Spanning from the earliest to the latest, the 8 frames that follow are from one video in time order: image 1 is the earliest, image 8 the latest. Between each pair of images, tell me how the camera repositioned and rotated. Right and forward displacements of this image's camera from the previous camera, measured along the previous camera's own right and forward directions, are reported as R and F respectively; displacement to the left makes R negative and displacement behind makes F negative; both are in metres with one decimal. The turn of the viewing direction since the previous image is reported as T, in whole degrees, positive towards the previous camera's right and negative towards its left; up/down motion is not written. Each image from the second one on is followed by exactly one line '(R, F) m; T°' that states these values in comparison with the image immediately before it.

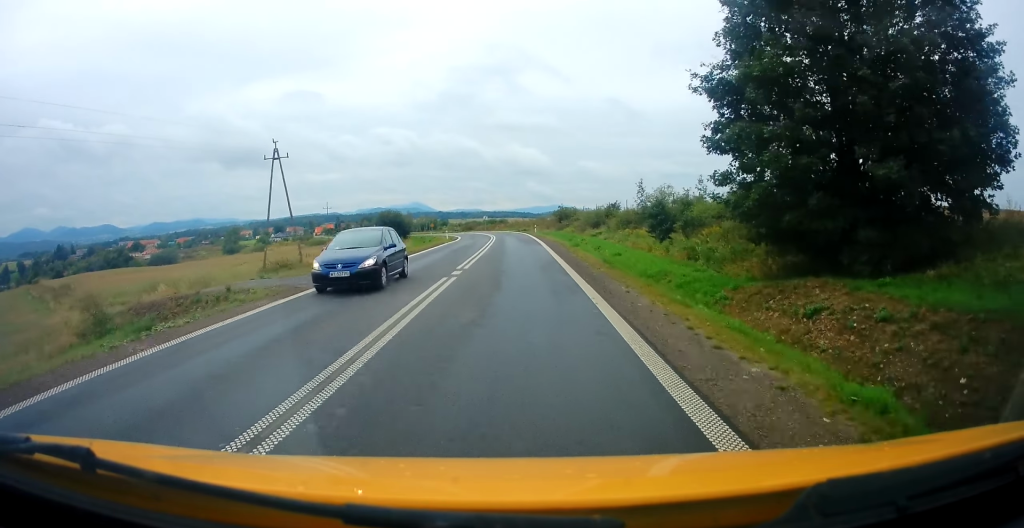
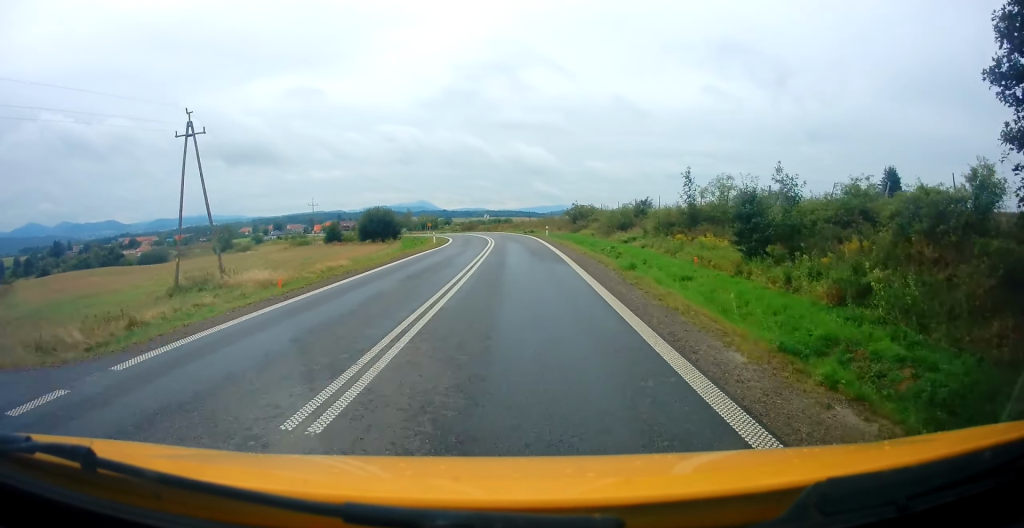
(0.0, +14.1) m; -2°
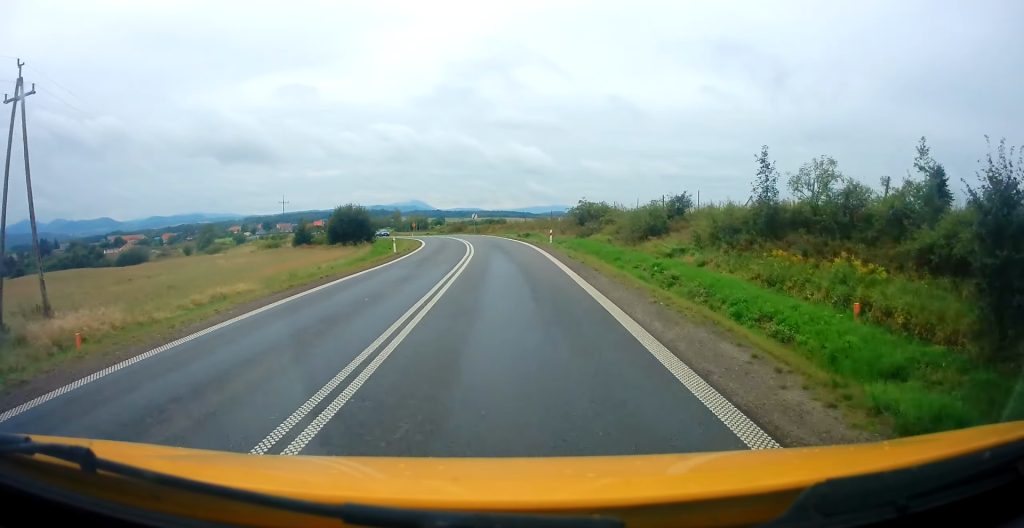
(-0.4, +14.3) m; 0°
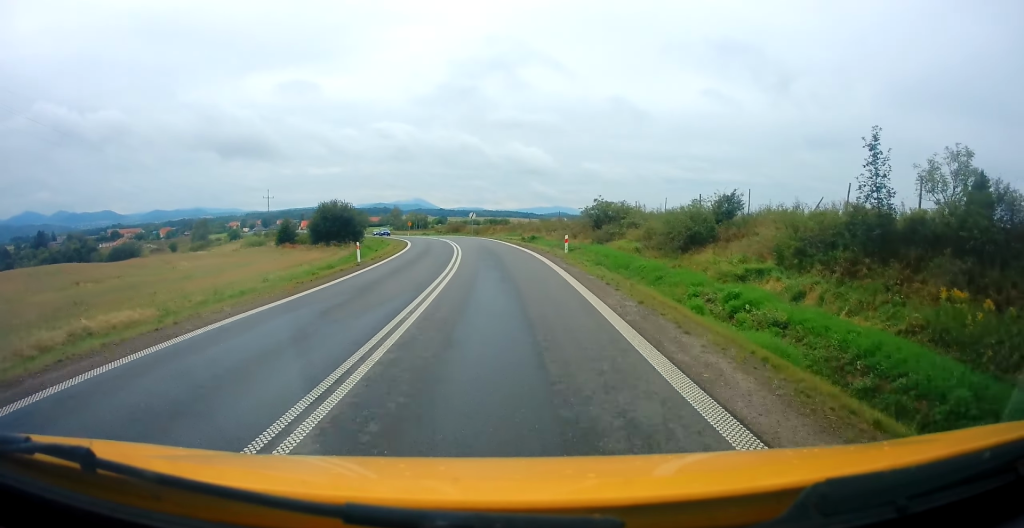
(0.0, +9.2) m; 0°
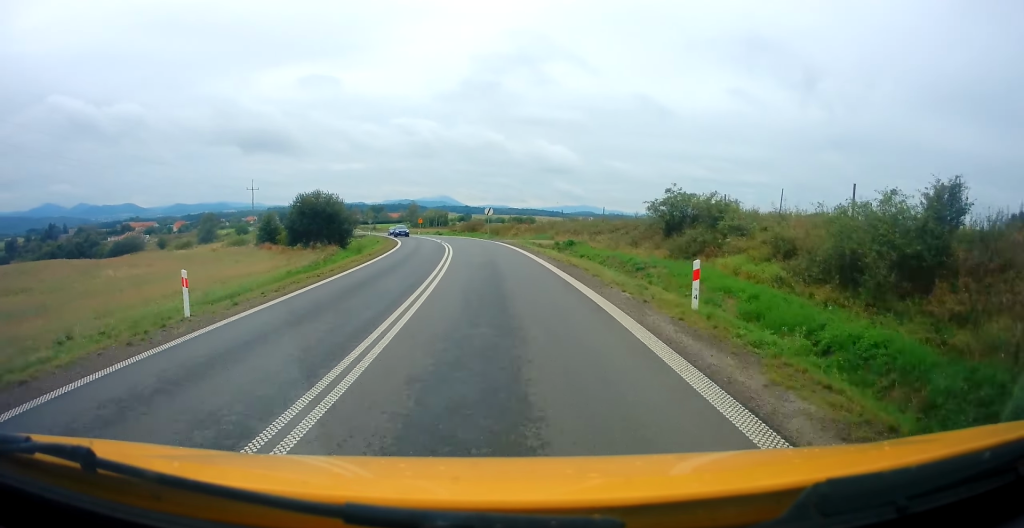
(+0.2, +17.0) m; -2°
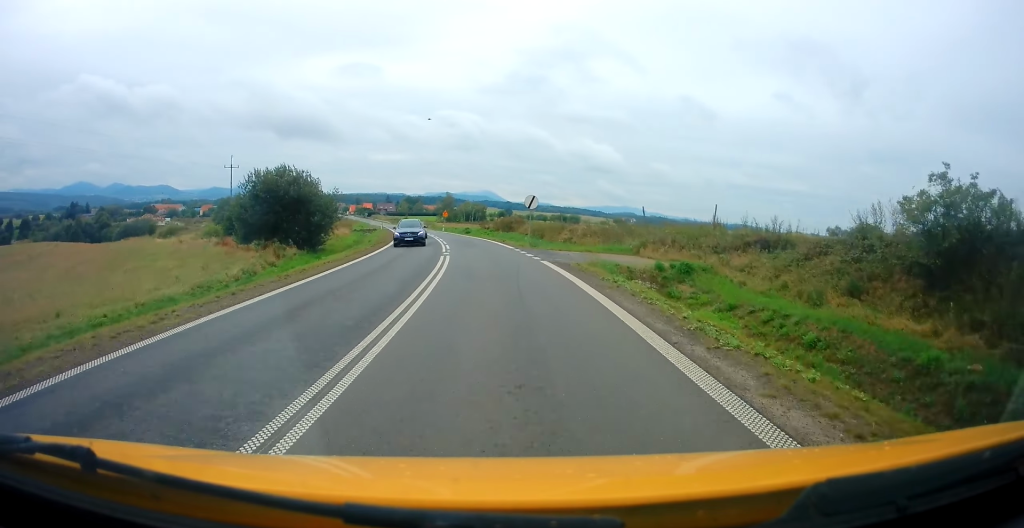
(-1.0, +20.9) m; -3°
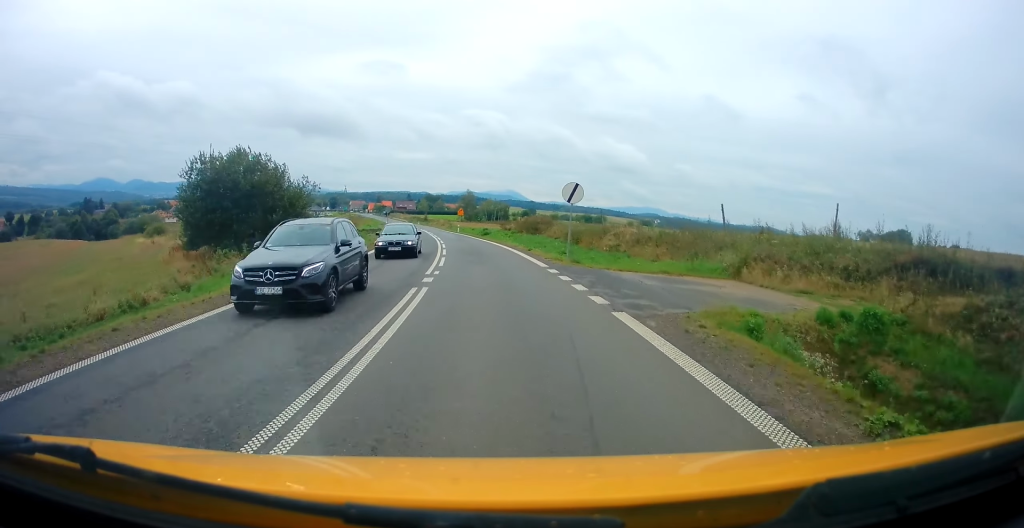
(+0.1, +11.4) m; -1°
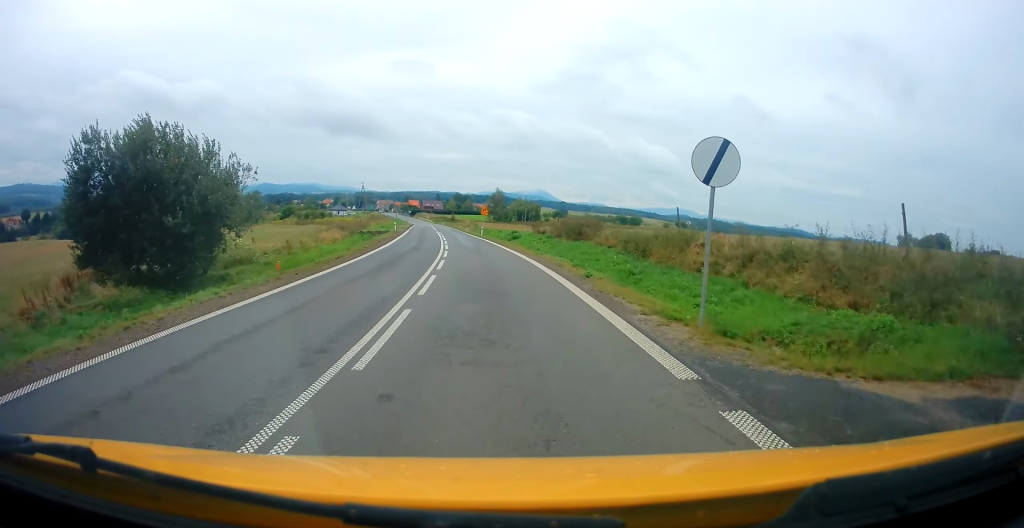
(-0.3, +12.8) m; -4°
